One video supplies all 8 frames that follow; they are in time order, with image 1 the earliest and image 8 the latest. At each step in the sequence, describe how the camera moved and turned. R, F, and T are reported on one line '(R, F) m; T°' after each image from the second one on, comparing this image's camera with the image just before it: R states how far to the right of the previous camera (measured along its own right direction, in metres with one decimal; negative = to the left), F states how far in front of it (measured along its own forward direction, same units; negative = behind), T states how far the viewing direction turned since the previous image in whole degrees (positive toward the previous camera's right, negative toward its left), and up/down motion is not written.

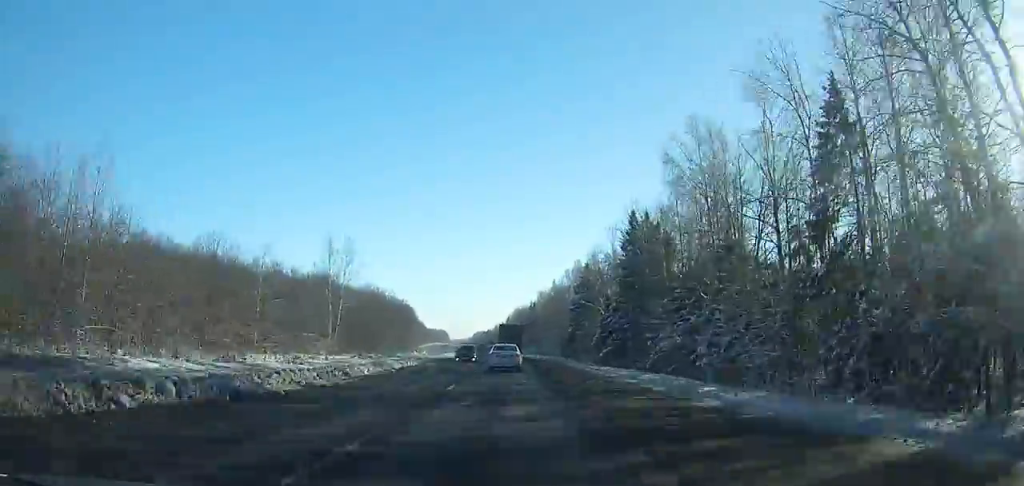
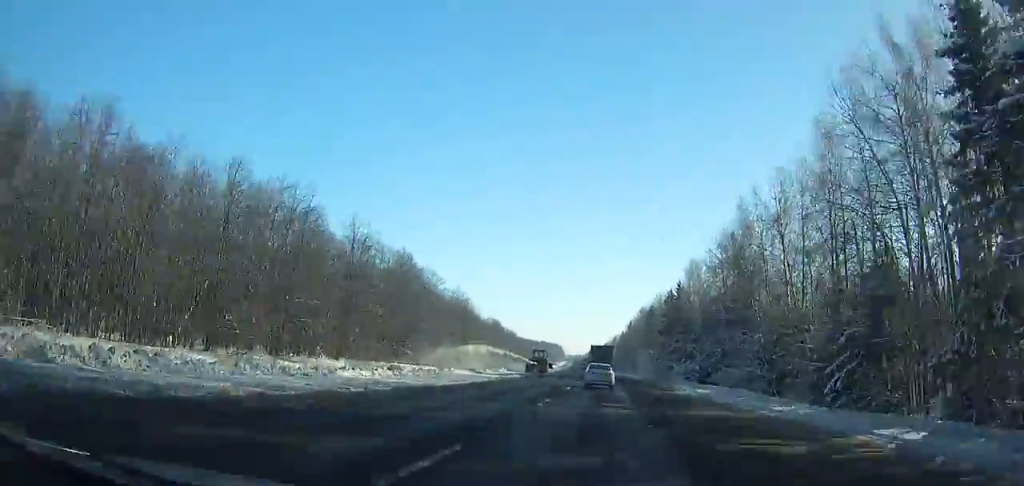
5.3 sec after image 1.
(-2.1, +96.9) m; -3°
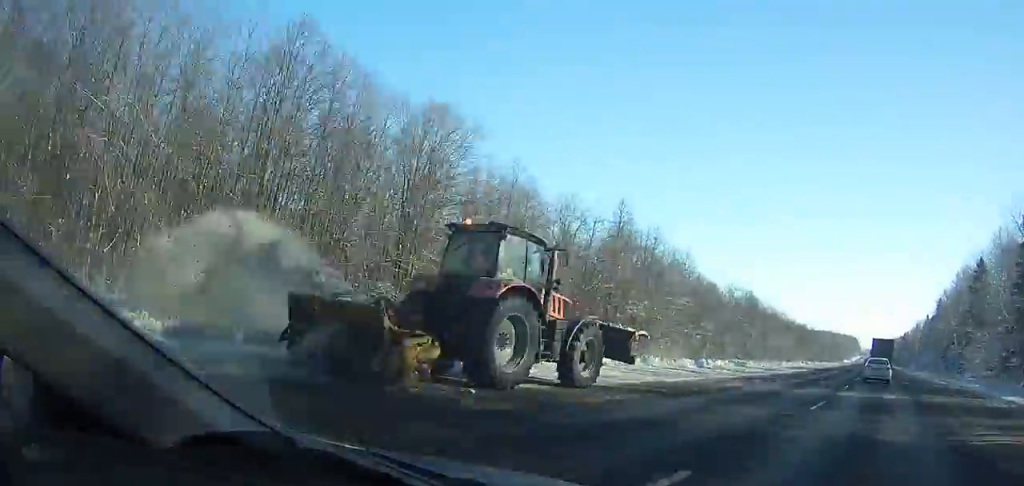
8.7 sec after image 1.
(-1.2, +64.2) m; -1°
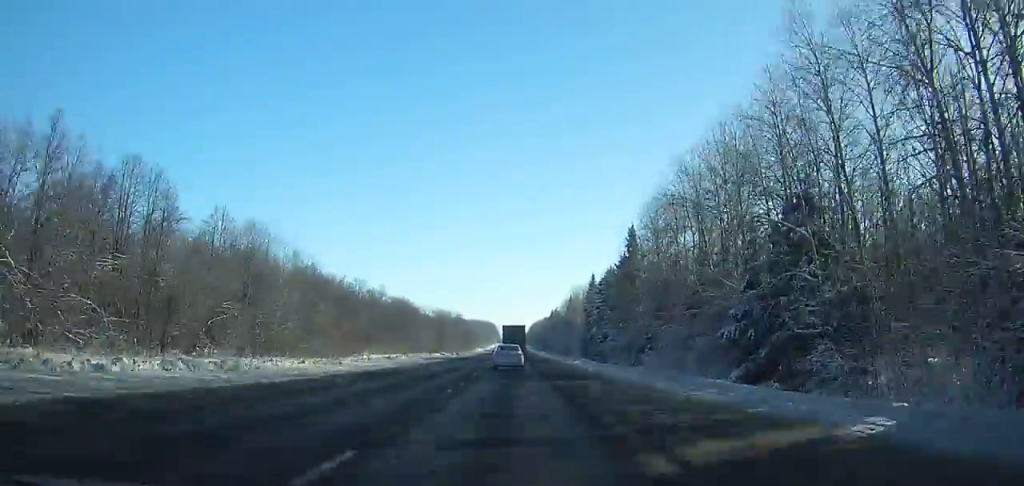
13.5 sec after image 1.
(-0.9, +92.9) m; -1°
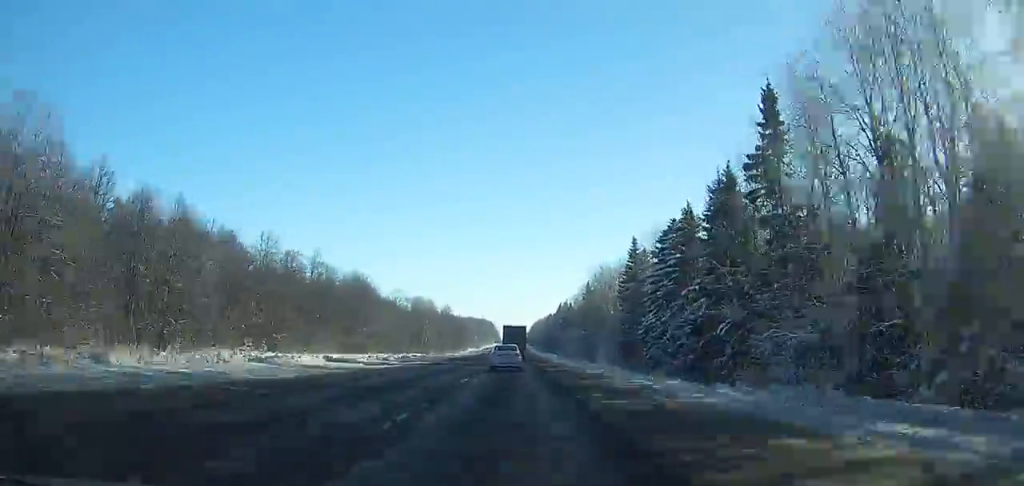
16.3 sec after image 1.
(-0.2, +54.8) m; 0°
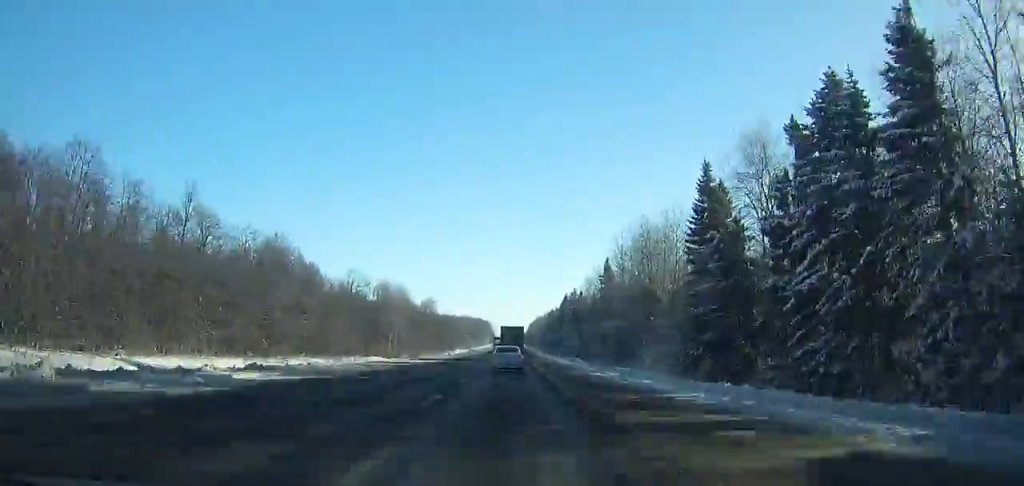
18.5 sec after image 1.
(0.0, +43.1) m; 0°
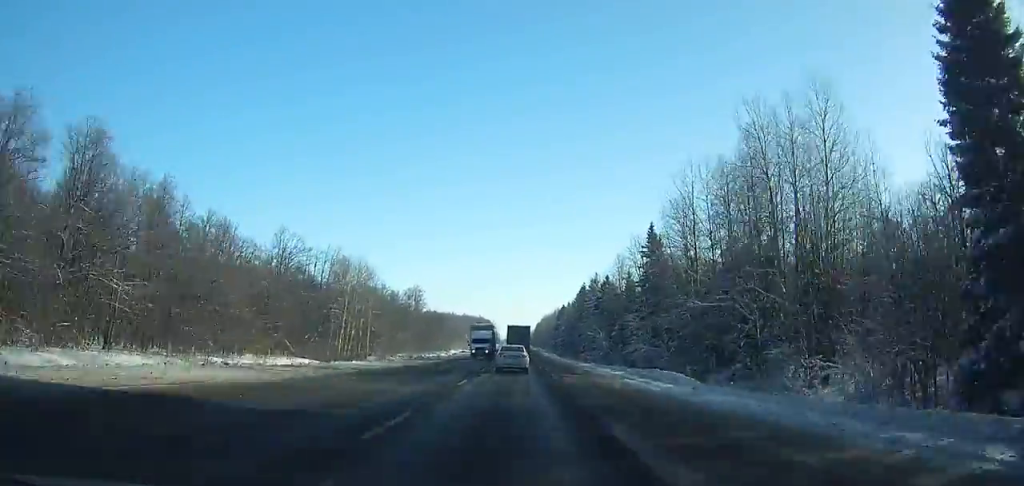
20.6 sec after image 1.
(-0.1, +41.2) m; 0°
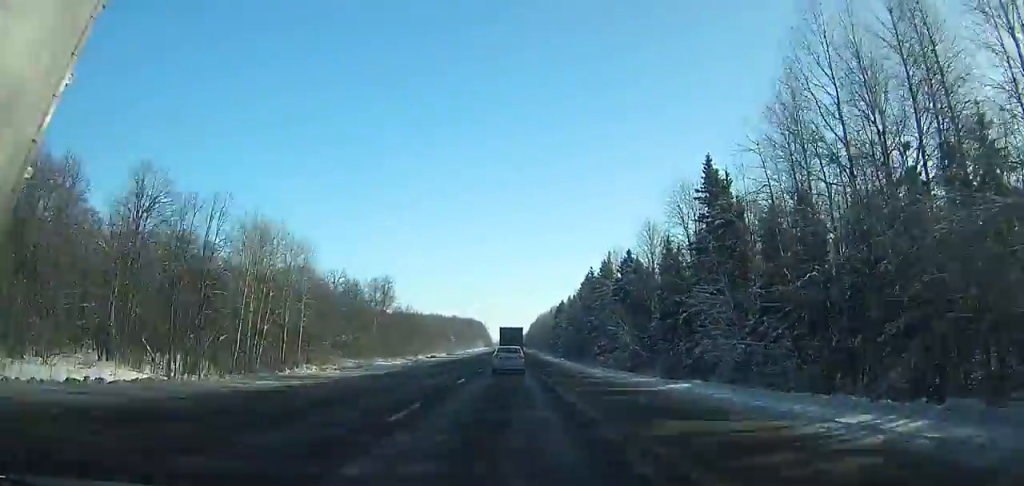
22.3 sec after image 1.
(-0.1, +33.3) m; 0°
